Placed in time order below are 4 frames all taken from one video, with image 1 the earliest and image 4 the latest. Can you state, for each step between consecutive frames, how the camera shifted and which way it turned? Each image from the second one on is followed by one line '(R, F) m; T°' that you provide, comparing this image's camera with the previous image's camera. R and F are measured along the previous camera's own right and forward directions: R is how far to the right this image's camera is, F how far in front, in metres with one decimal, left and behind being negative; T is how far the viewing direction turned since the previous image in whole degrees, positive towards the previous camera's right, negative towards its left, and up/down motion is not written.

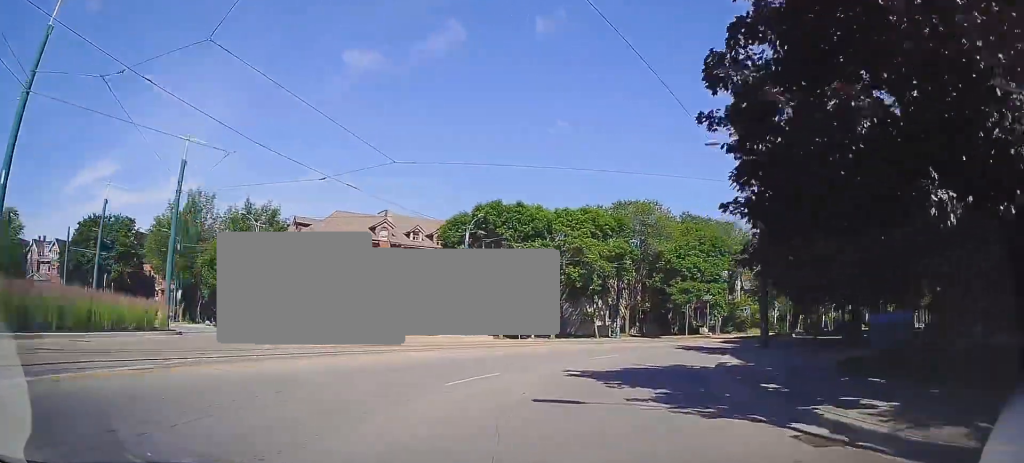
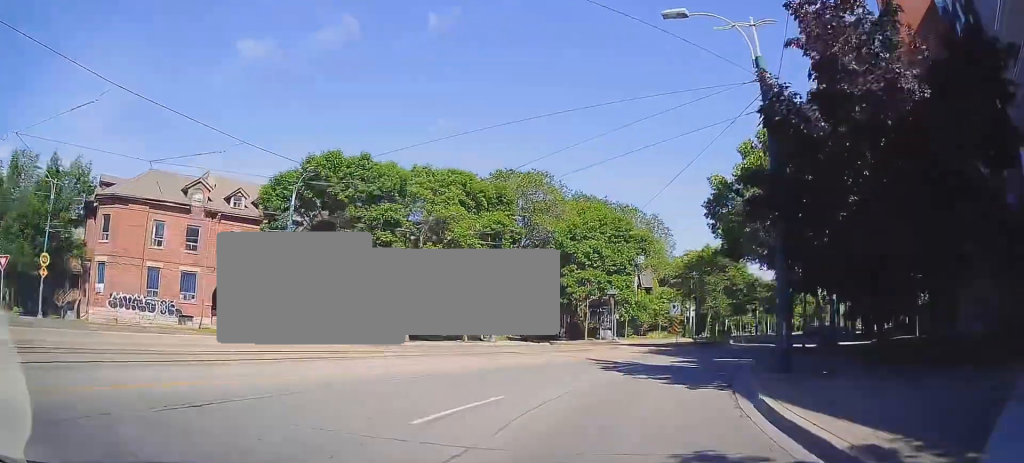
(+0.8, +13.0) m; +11°
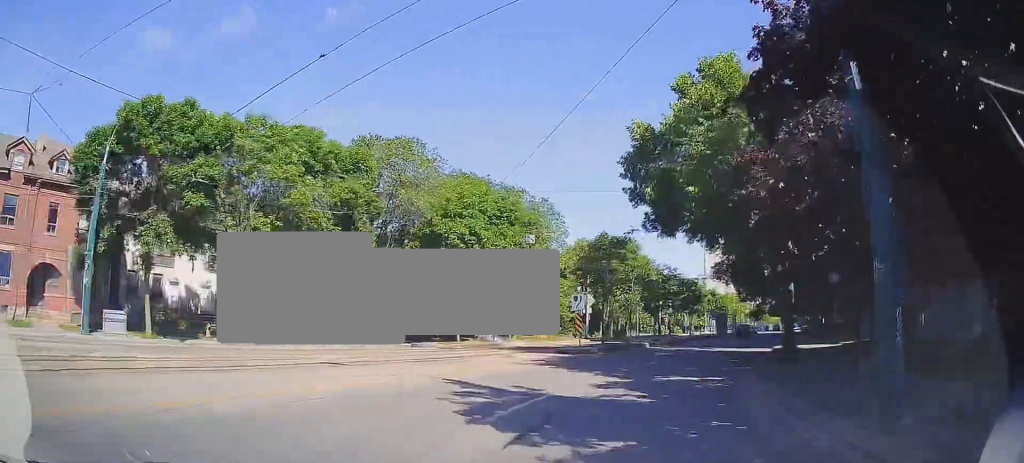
(+0.9, +8.5) m; +11°
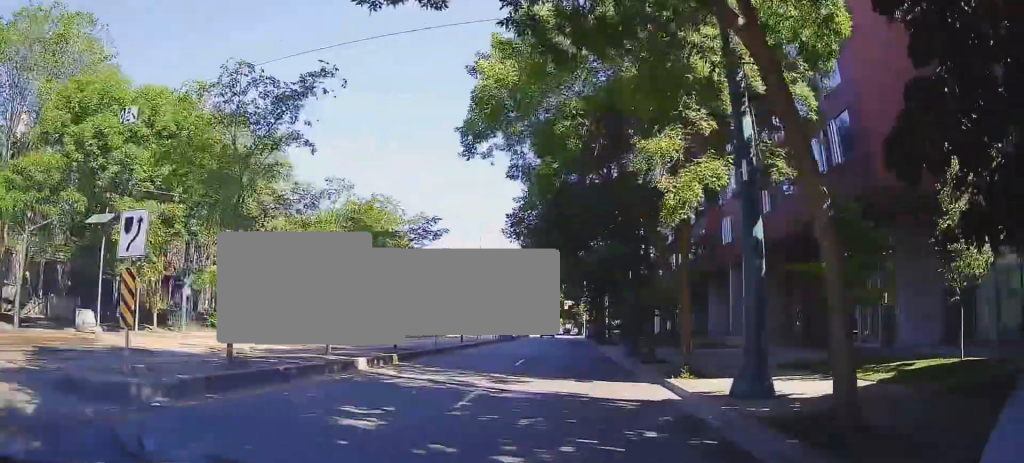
(+3.1, +17.0) m; +19°
